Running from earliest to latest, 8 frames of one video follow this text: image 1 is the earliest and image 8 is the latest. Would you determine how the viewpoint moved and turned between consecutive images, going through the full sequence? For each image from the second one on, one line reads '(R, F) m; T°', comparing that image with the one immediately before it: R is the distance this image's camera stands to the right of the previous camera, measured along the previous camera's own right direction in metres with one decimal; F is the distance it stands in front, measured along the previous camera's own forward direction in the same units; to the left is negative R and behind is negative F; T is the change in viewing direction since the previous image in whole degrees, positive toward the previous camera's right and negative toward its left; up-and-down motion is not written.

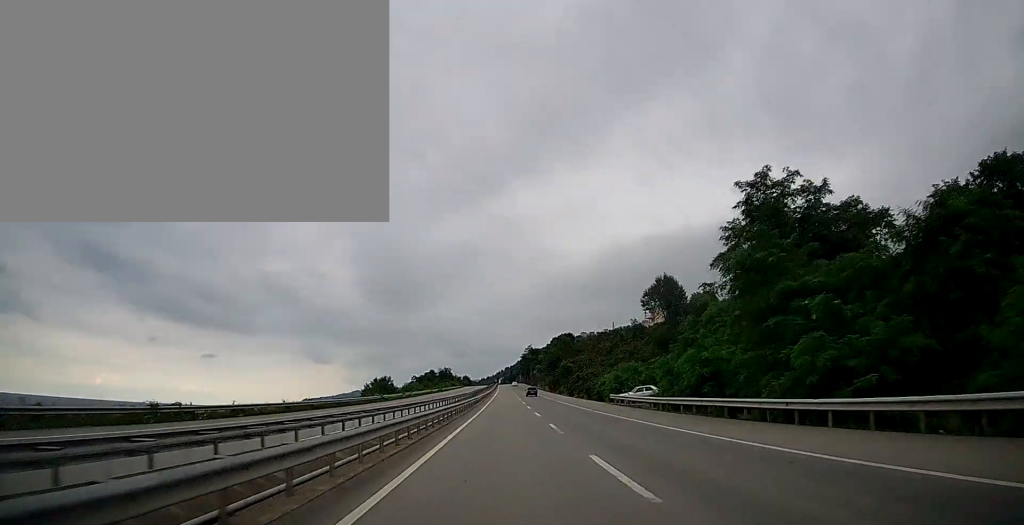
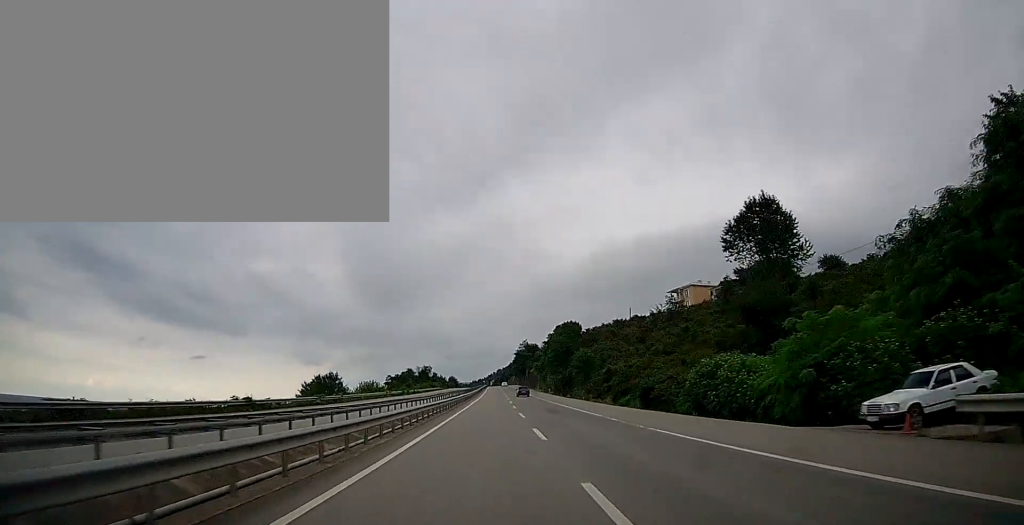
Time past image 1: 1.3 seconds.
(+0.9, +38.1) m; +1°
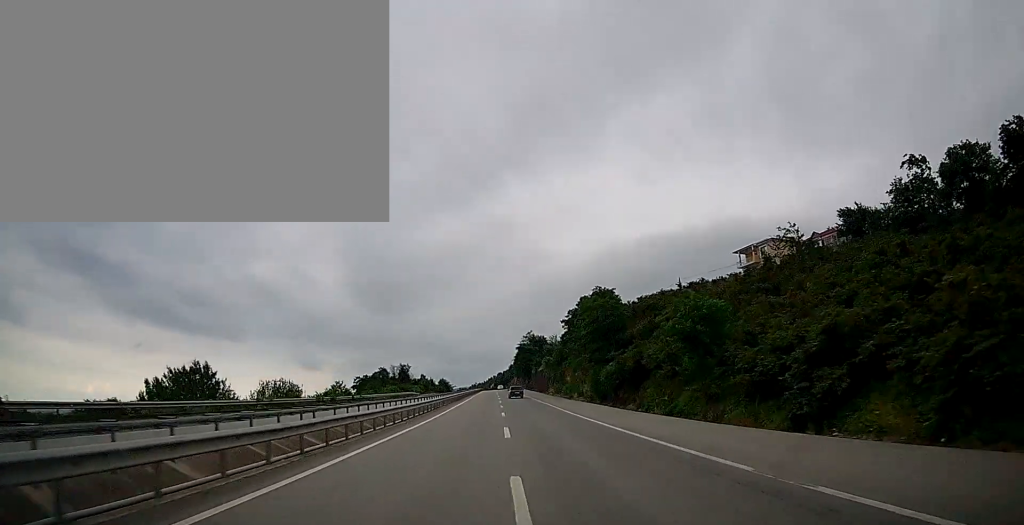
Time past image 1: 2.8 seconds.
(-0.6, +46.7) m; 0°
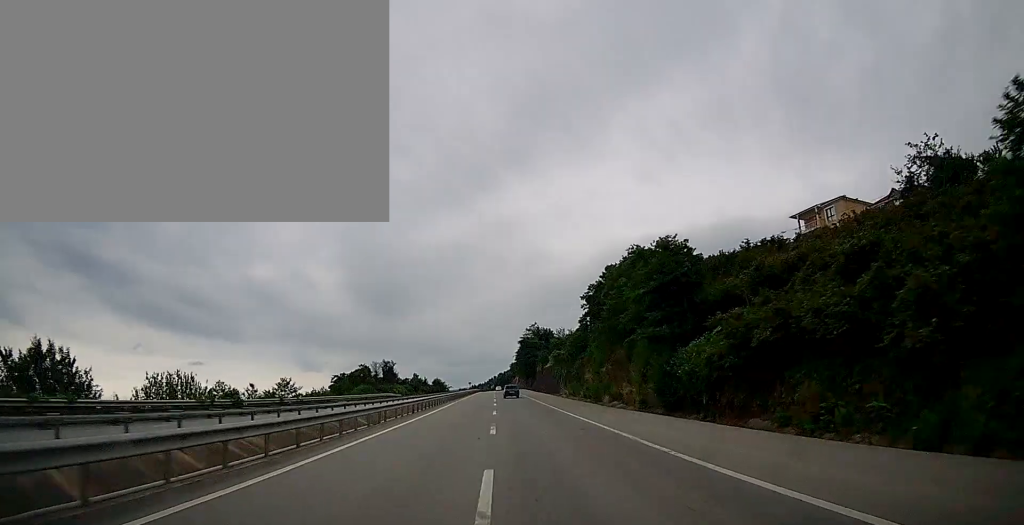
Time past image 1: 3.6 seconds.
(+0.2, +23.3) m; +1°
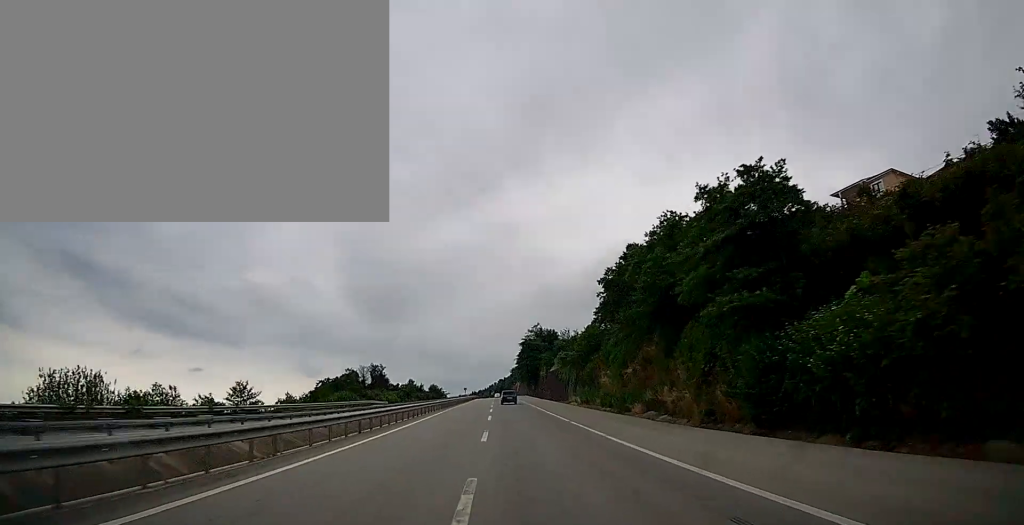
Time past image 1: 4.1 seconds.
(+0.1, +12.5) m; 0°
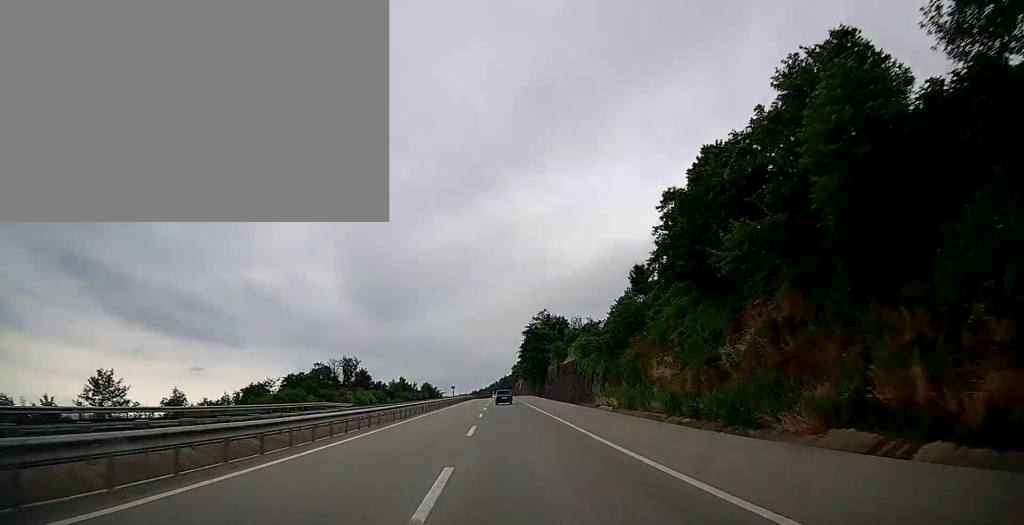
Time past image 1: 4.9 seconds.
(0.0, +22.5) m; 0°
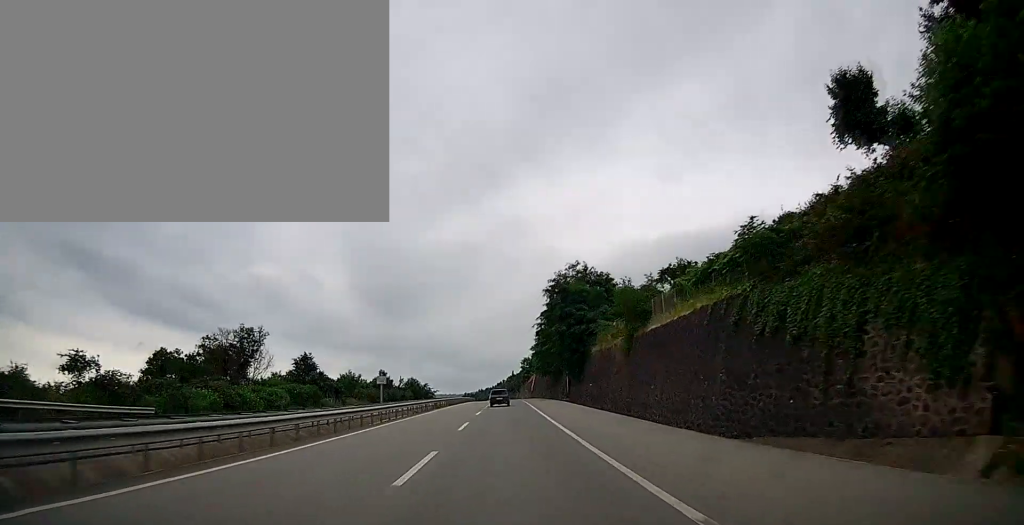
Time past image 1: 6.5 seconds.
(-0.7, +44.6) m; -2°
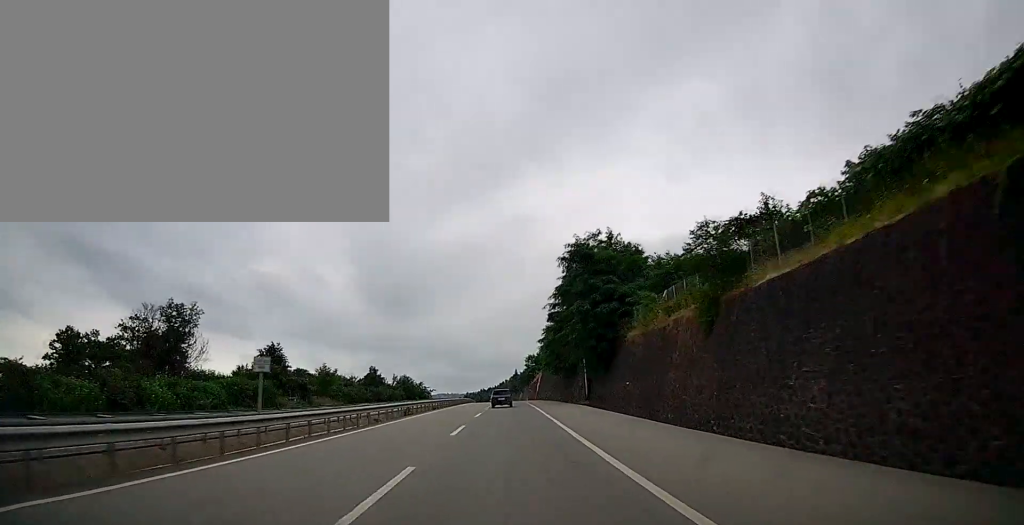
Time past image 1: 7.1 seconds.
(-0.2, +15.2) m; 0°
